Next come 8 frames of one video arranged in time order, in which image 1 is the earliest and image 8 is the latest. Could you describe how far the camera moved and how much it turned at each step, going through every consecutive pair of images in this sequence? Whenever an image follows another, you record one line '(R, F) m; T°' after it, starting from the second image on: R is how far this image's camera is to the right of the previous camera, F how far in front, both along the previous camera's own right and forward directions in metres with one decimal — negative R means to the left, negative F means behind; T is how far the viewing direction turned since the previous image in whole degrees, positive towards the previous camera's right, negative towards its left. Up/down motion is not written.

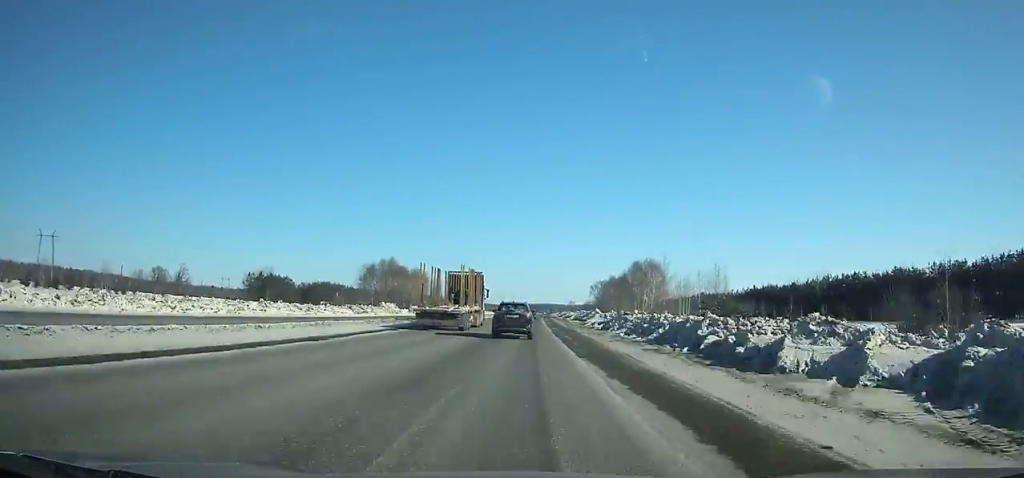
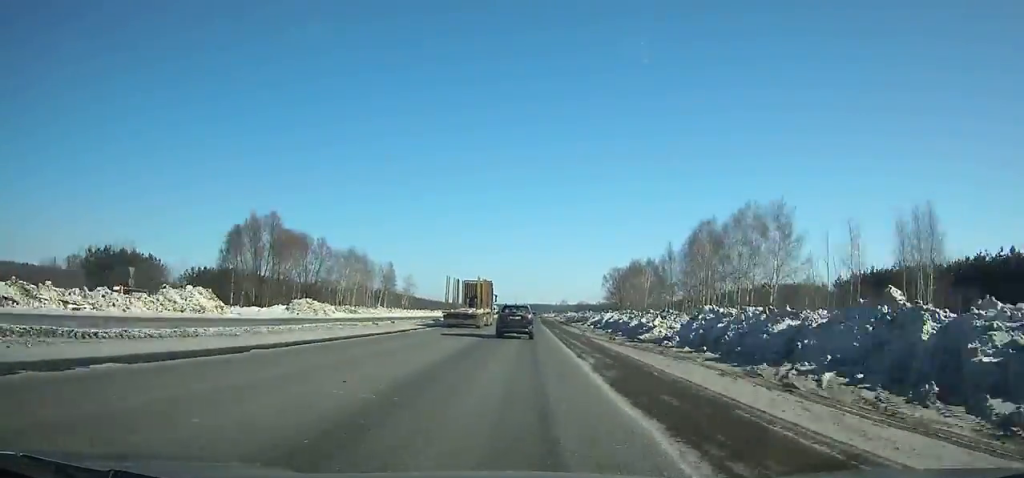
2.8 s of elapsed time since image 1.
(+0.4, +66.5) m; +1°
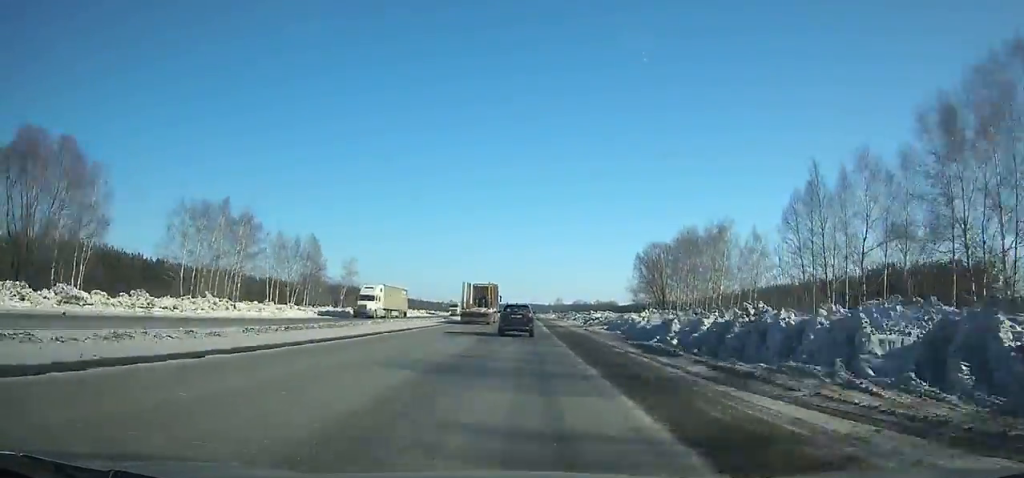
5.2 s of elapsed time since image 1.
(+0.3, +57.8) m; +1°
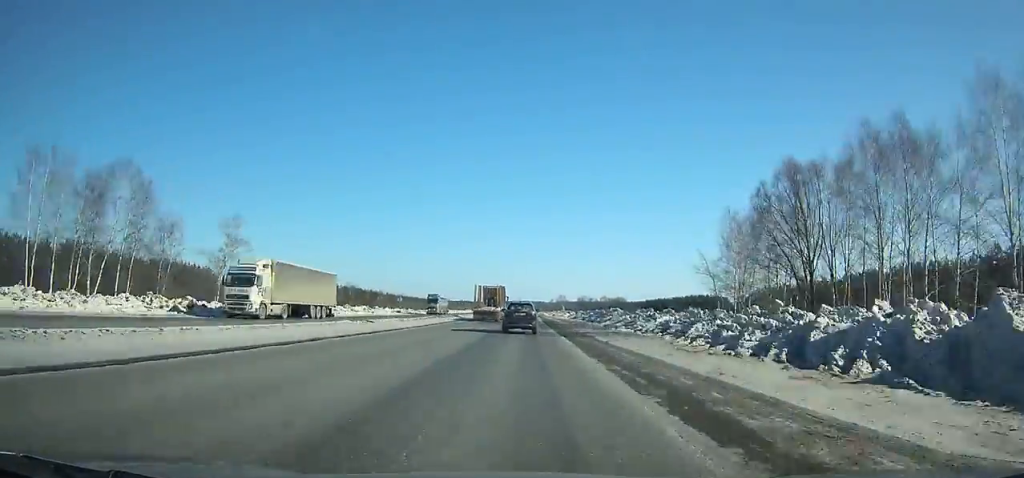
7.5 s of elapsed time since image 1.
(+0.3, +56.0) m; 0°
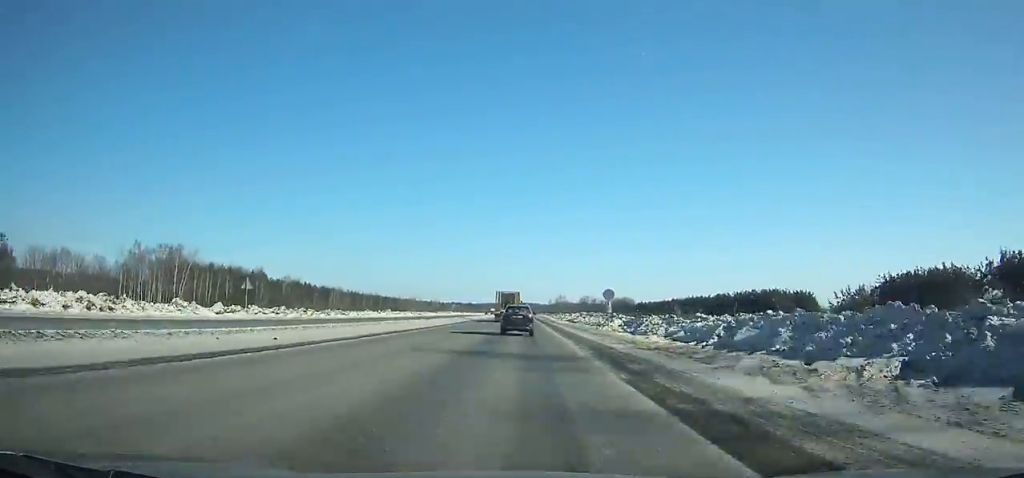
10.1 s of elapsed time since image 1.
(+0.1, +63.9) m; 0°
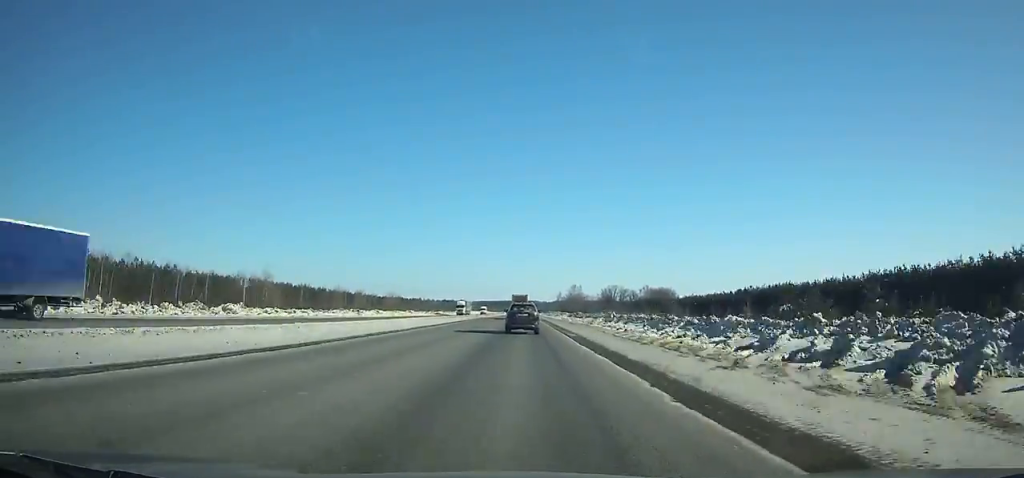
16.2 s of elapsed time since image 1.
(+0.5, +150.9) m; 0°
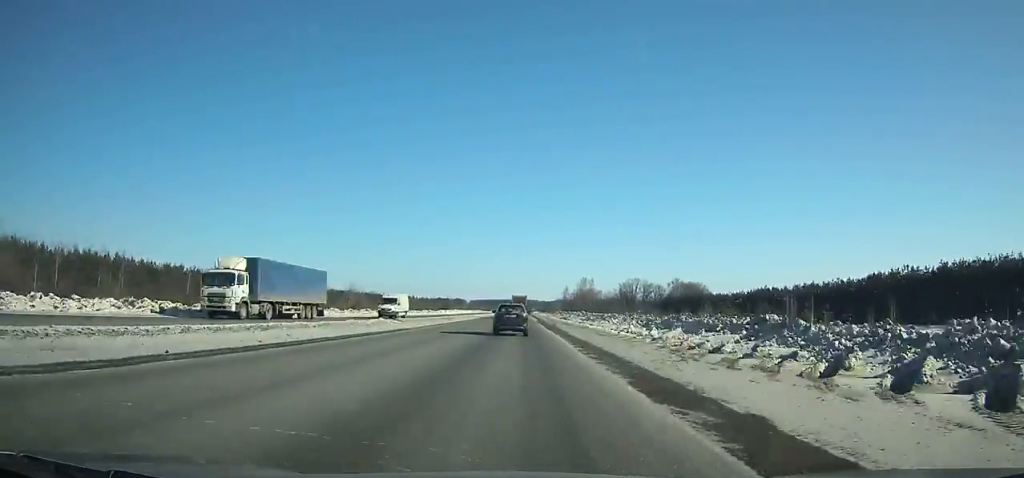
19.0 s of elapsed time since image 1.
(+0.1, +69.1) m; 0°
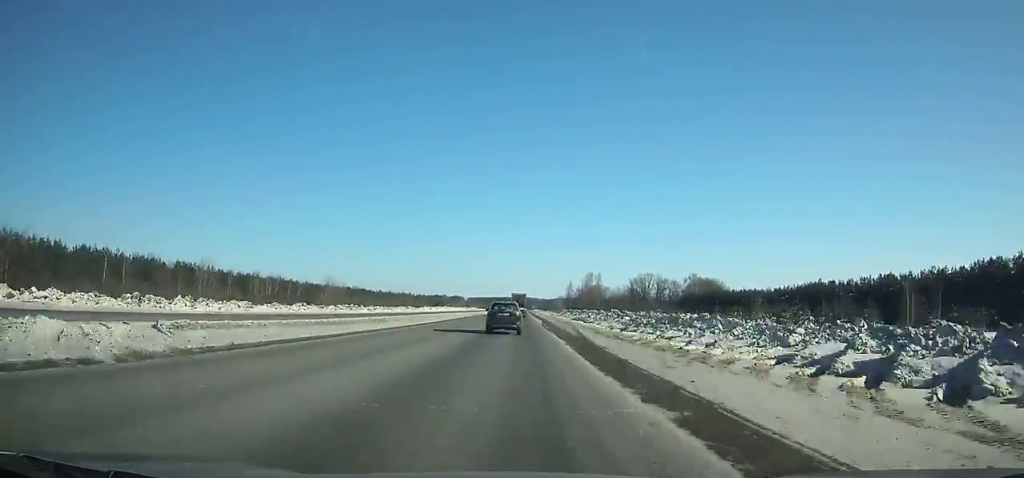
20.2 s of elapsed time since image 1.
(0.0, +29.4) m; 0°
